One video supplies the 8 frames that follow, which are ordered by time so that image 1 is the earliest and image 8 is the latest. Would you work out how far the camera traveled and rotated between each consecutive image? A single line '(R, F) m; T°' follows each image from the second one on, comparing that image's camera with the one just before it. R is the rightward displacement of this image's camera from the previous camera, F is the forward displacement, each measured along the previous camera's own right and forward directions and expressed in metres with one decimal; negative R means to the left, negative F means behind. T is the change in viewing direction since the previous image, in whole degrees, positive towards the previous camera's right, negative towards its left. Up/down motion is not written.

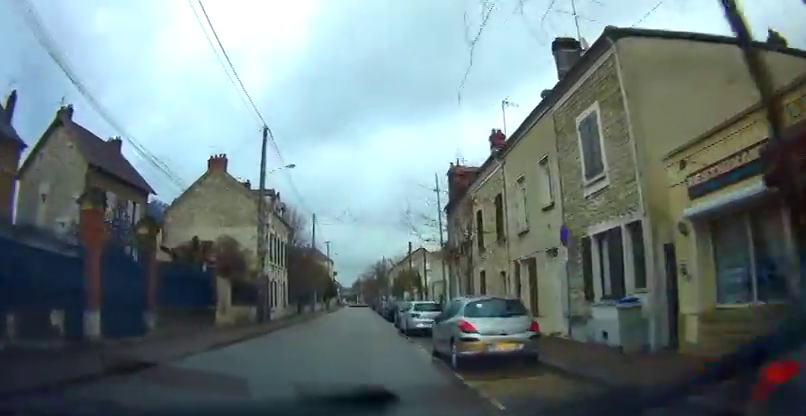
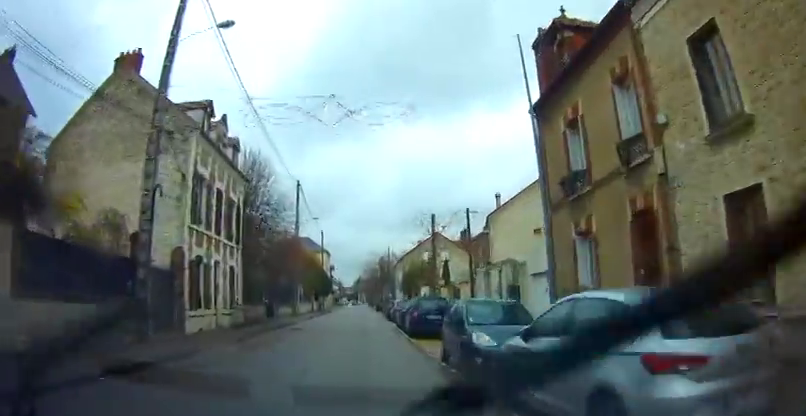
(-0.2, +15.7) m; -1°
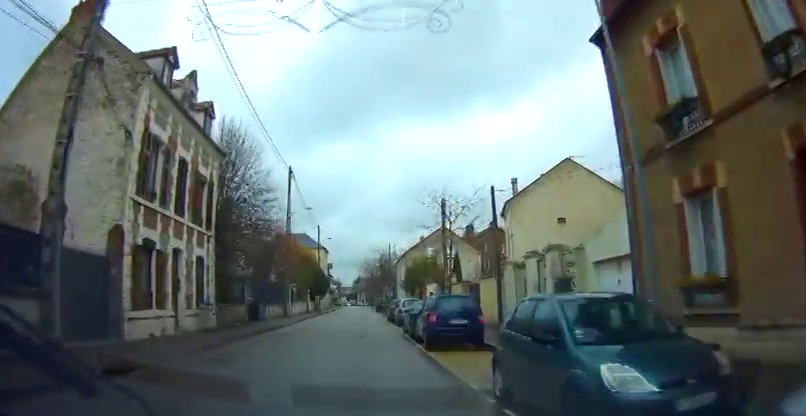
(0.0, +4.8) m; 0°
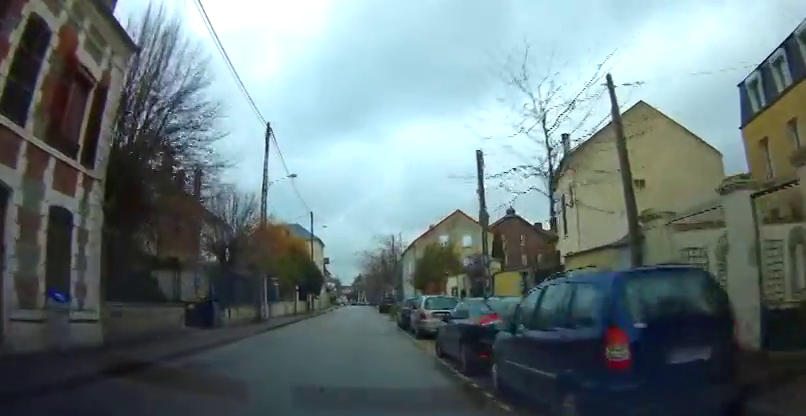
(-0.1, +10.2) m; 0°
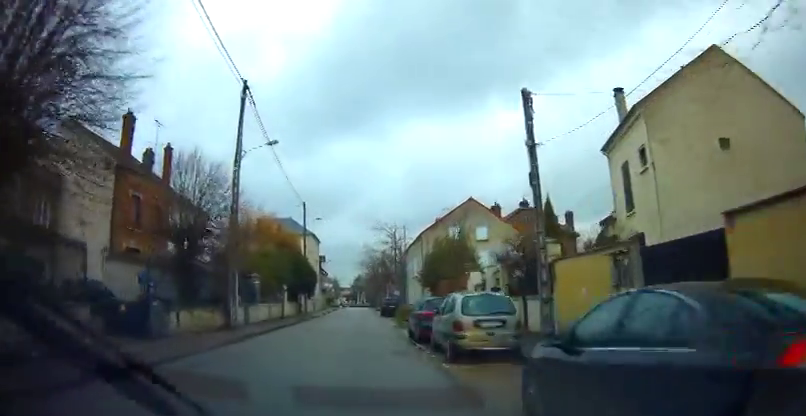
(0.0, +6.8) m; 0°
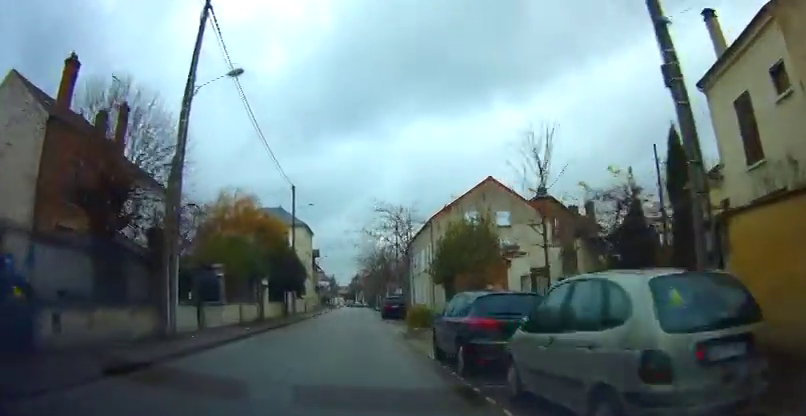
(0.0, +7.6) m; 0°
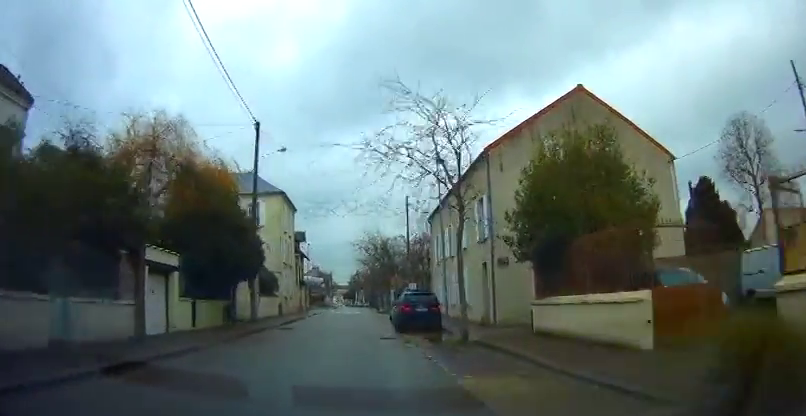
(0.0, +17.3) m; 0°
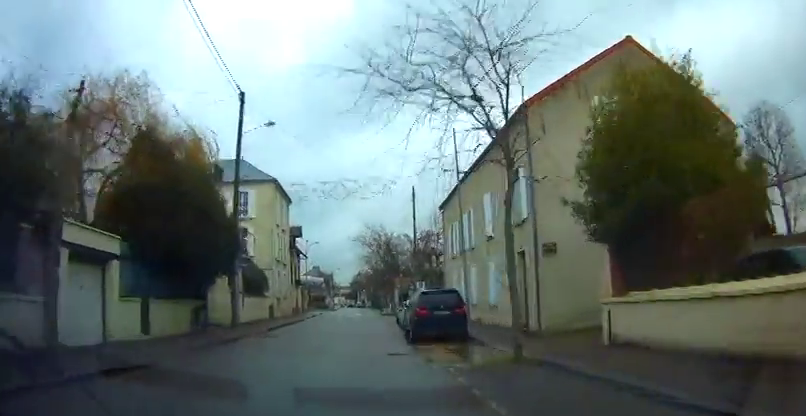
(0.0, +5.0) m; 0°
